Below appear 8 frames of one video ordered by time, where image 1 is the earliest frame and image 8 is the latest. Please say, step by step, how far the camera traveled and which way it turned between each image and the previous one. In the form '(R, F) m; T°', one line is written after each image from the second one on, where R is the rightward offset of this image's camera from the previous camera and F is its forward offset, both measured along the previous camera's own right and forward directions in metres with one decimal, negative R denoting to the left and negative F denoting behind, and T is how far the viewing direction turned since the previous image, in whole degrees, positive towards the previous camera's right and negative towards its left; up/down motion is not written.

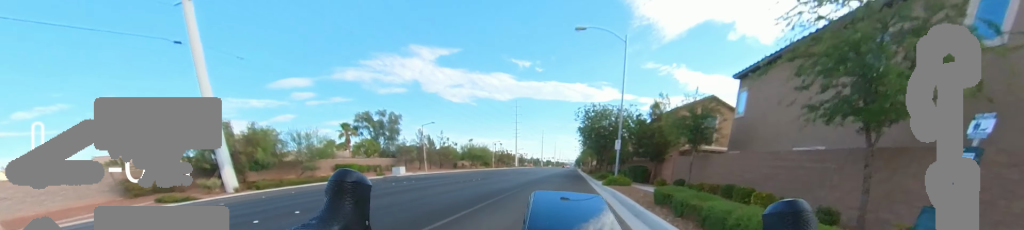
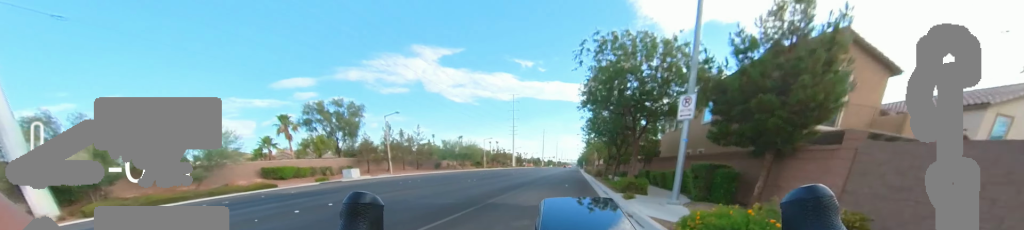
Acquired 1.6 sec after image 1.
(0.0, +12.5) m; 0°
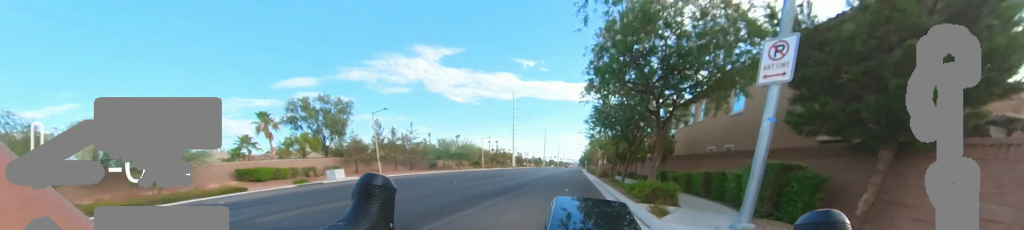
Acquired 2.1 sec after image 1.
(0.0, +3.4) m; 0°
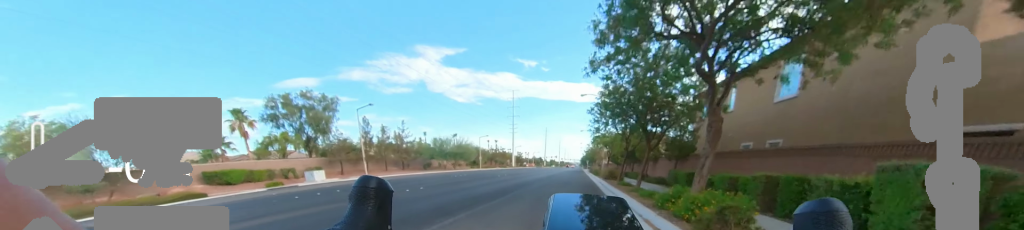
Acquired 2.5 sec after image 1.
(0.0, +3.5) m; 0°
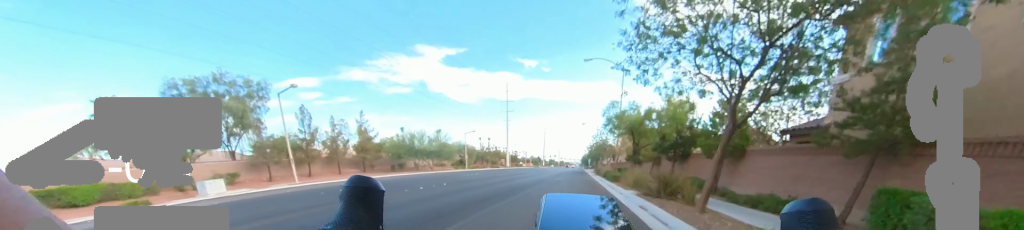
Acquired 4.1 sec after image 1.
(0.0, +11.8) m; 0°
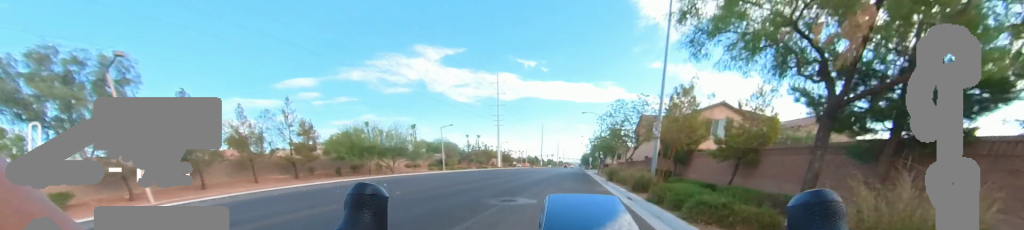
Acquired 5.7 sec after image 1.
(0.0, +12.8) m; 0°
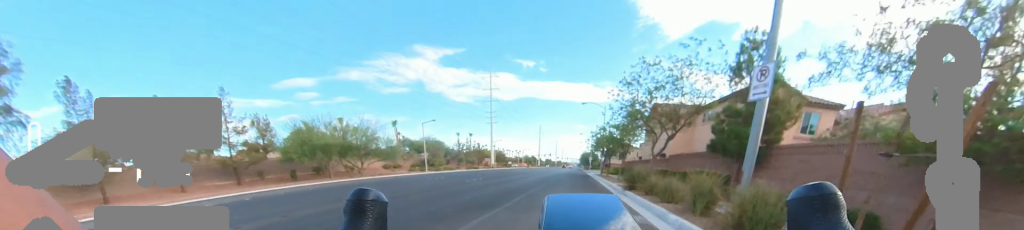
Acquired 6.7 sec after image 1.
(0.0, +7.2) m; 0°
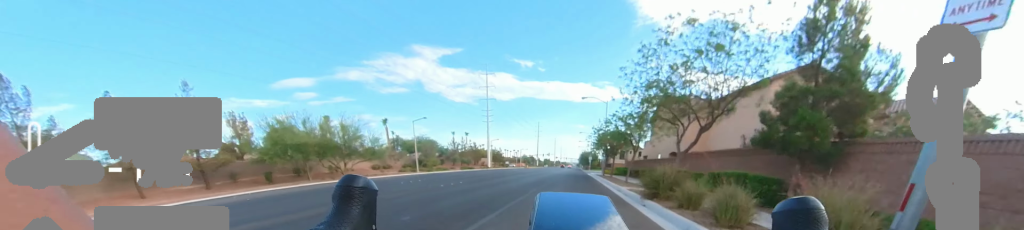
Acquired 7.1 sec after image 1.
(0.0, +3.1) m; 0°
